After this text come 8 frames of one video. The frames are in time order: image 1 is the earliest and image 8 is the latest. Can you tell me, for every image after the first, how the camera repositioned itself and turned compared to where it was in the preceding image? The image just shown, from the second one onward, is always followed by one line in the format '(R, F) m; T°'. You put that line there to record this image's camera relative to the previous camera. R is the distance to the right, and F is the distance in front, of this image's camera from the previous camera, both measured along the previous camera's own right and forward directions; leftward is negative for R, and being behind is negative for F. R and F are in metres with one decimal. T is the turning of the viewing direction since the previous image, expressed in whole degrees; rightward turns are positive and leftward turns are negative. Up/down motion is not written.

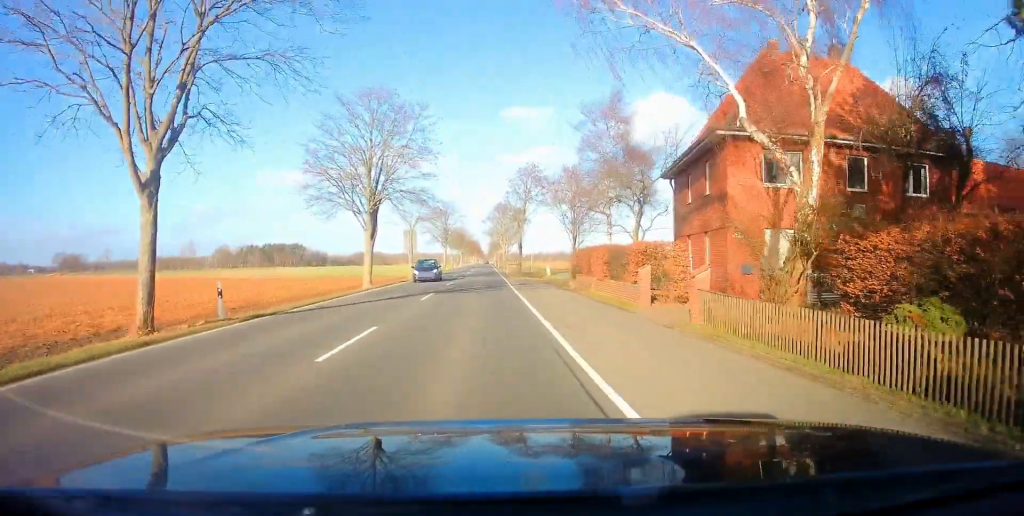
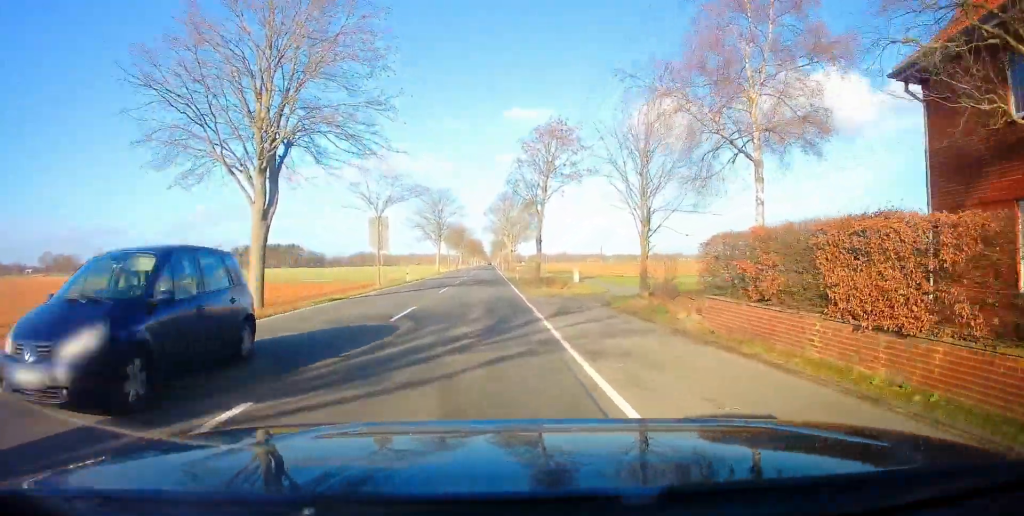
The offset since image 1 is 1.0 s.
(-0.1, +18.4) m; 0°
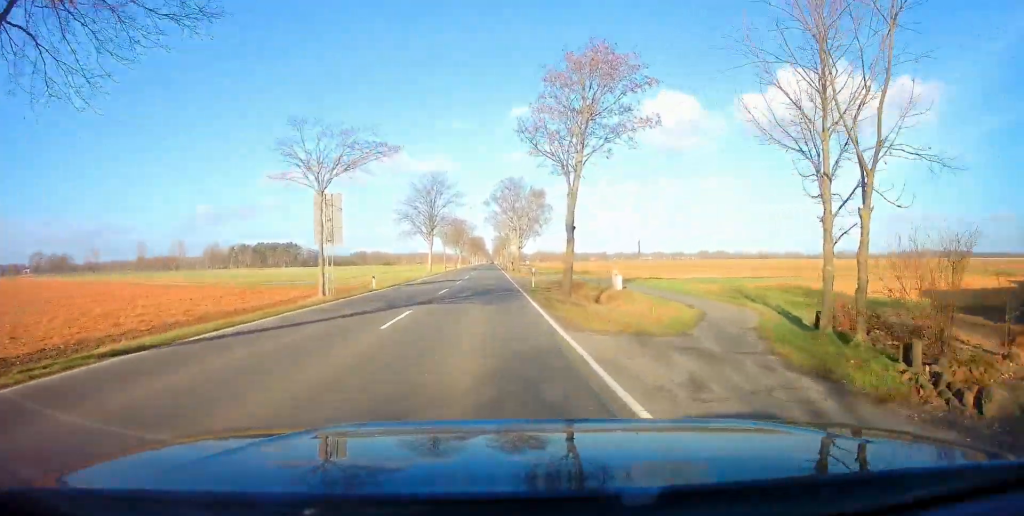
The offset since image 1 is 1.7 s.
(0.0, +14.0) m; -1°
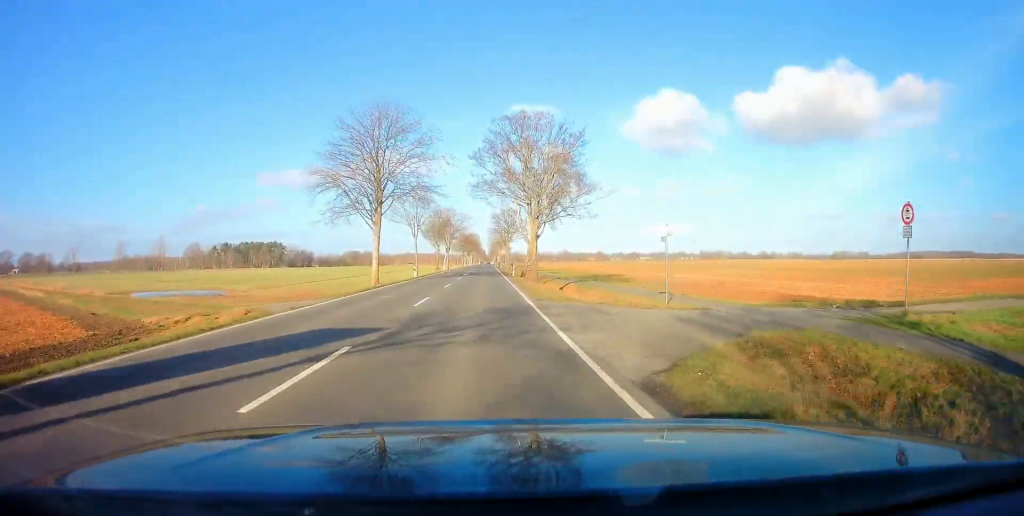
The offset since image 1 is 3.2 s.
(-0.3, +30.8) m; 0°
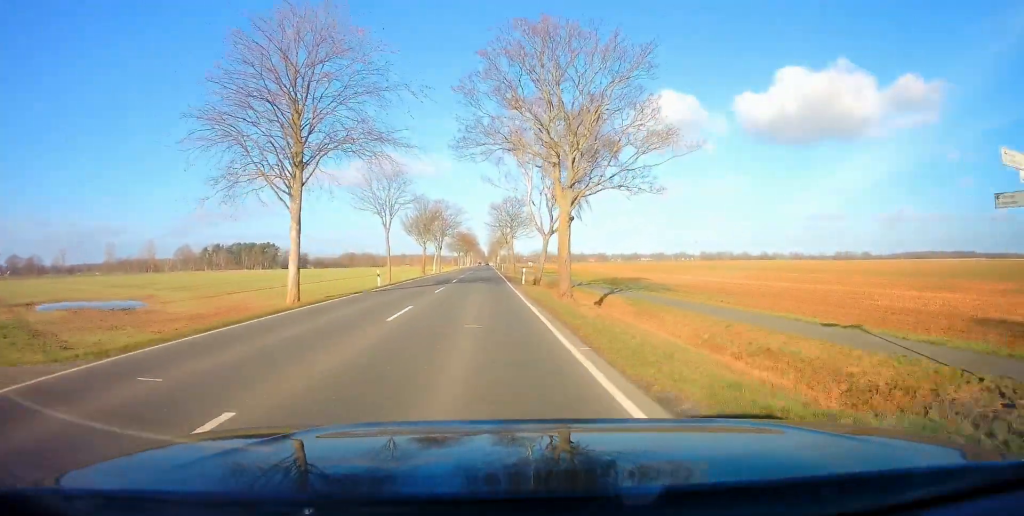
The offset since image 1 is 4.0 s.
(+0.2, +16.1) m; +1°
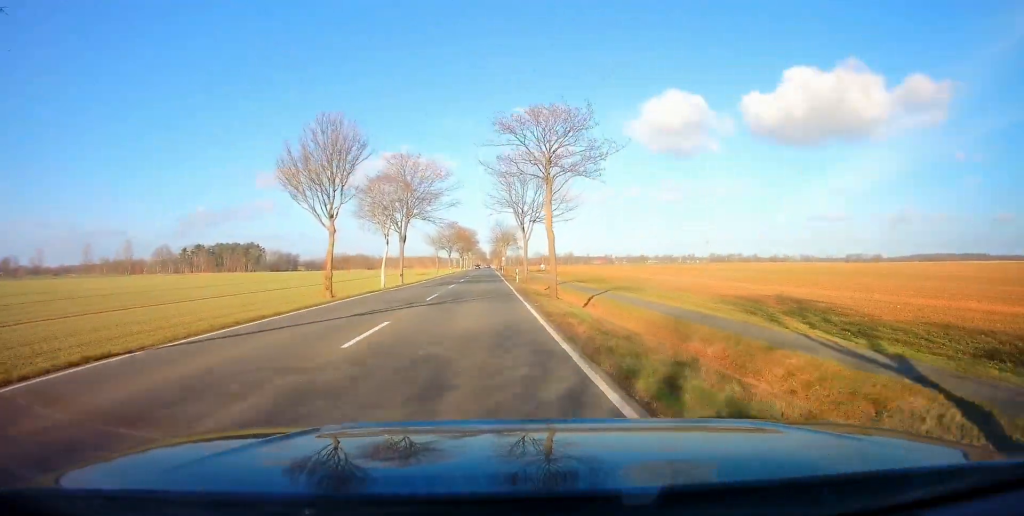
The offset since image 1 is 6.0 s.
(0.0, +39.8) m; +1°
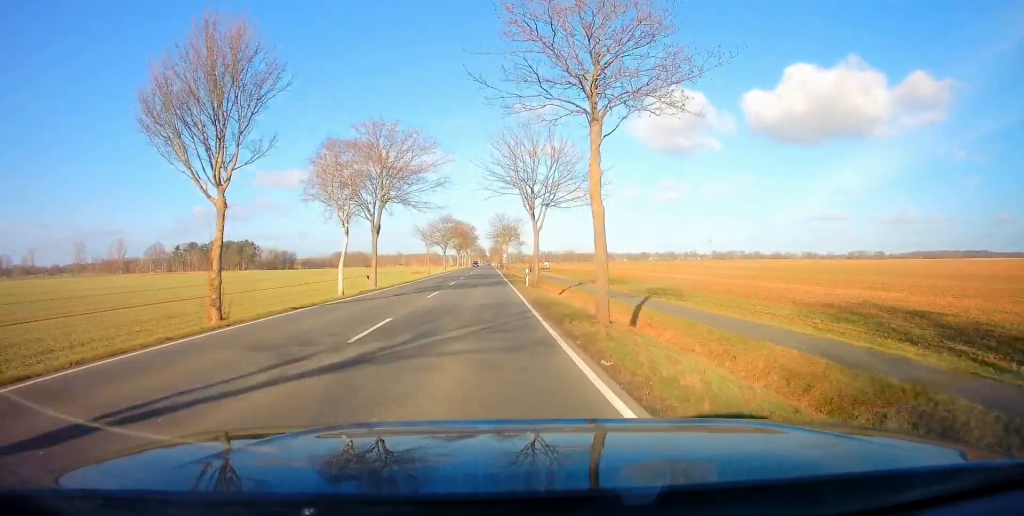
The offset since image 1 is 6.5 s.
(+0.2, +11.6) m; 0°
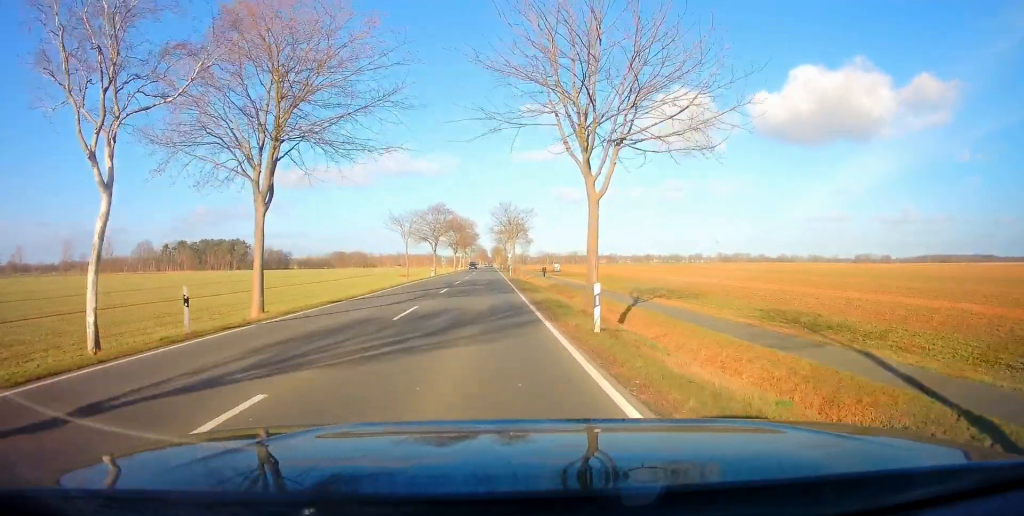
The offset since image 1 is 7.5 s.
(0.0, +19.9) m; 0°
